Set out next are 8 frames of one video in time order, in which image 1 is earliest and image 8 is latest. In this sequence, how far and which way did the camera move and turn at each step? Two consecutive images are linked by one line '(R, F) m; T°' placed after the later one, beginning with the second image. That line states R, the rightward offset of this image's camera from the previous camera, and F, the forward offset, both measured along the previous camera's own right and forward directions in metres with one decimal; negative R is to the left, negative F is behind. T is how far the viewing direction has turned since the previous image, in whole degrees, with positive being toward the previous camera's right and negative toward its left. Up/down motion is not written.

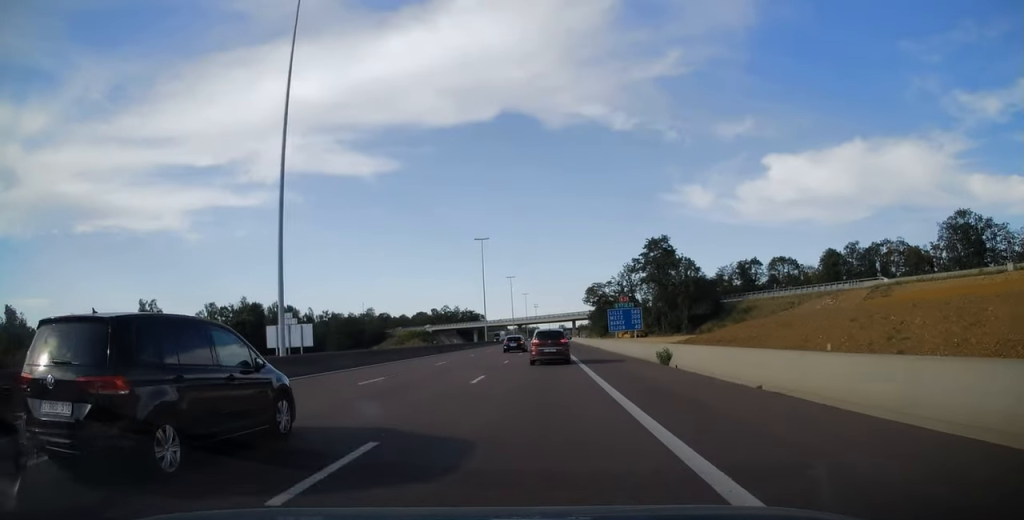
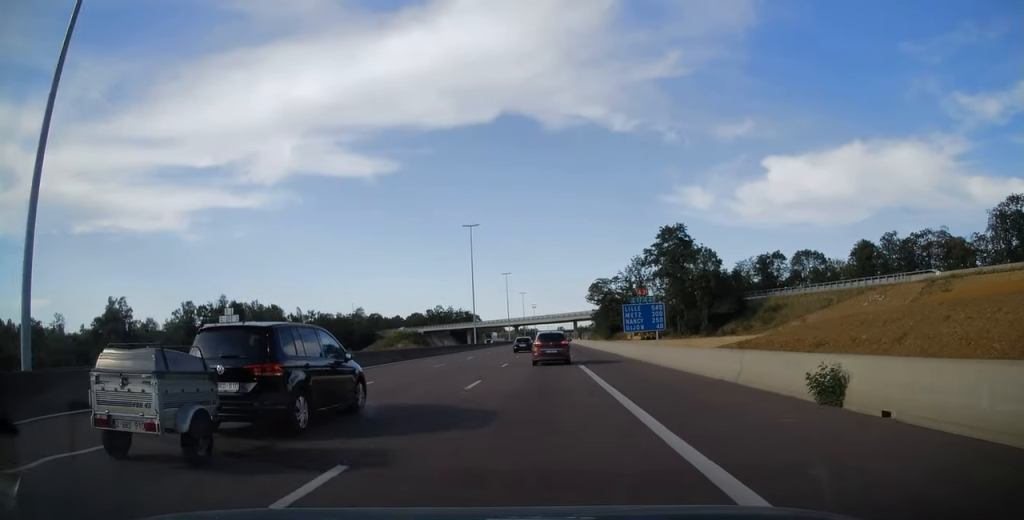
(0.0, +14.7) m; 0°
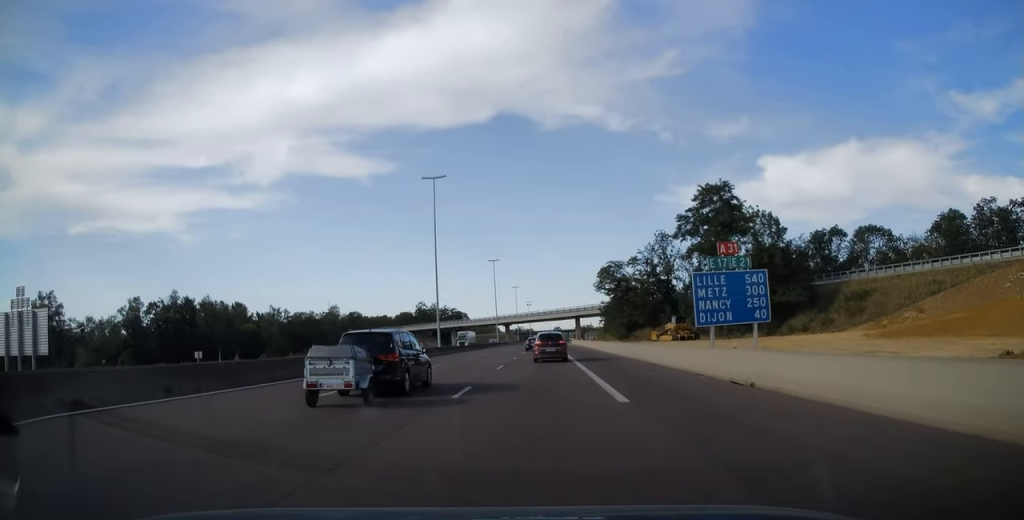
(-0.2, +28.2) m; 0°
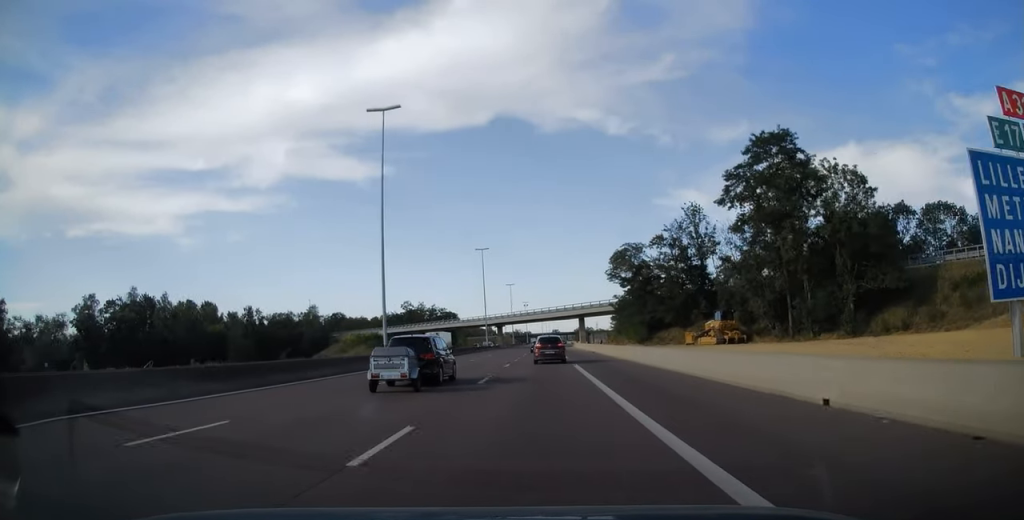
(+0.2, +20.4) m; 0°
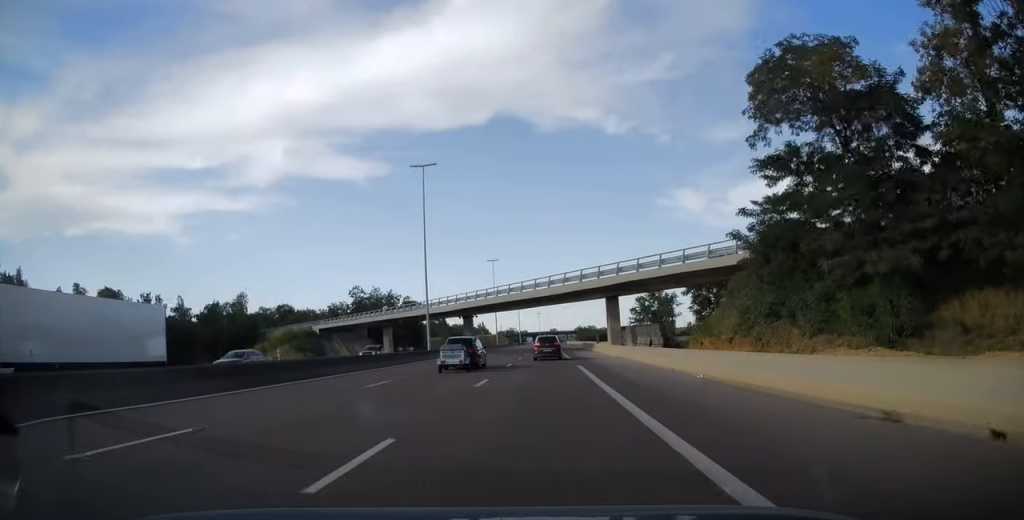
(+0.2, +52.3) m; 0°
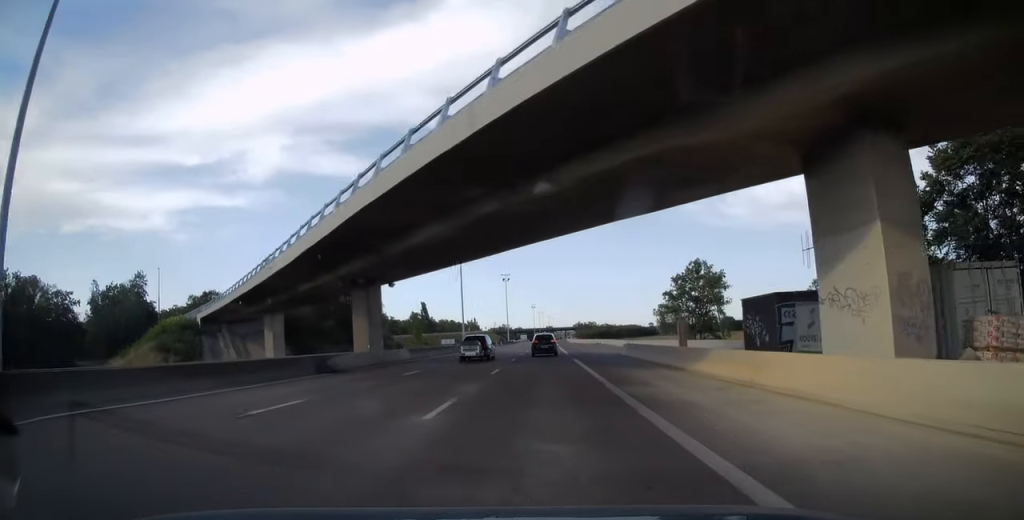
(-0.1, +46.3) m; 0°
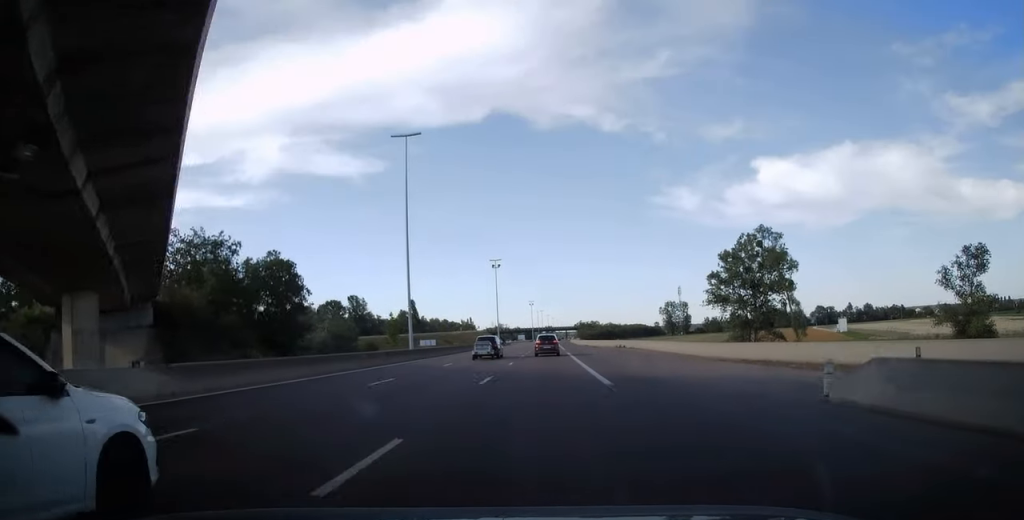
(+0.1, +31.0) m; 0°
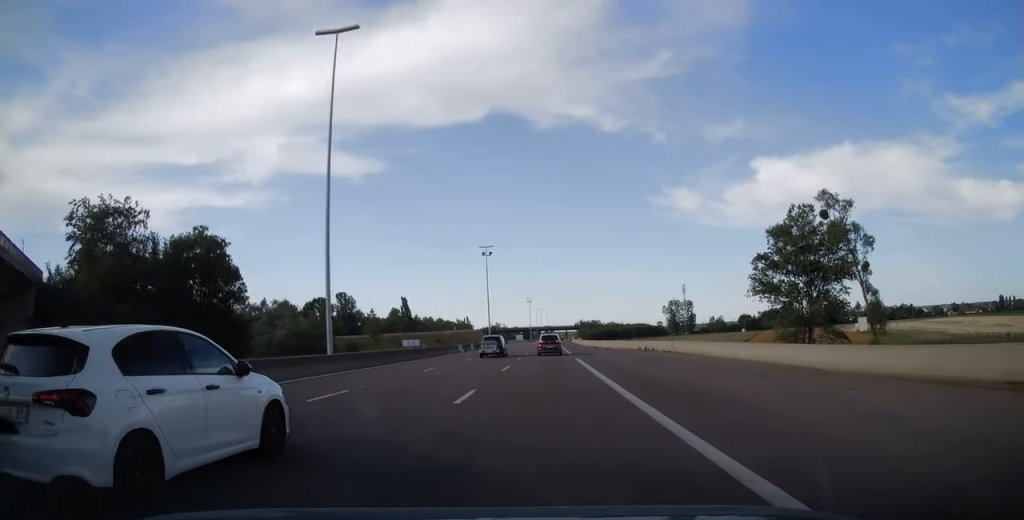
(-0.1, +18.3) m; 0°
